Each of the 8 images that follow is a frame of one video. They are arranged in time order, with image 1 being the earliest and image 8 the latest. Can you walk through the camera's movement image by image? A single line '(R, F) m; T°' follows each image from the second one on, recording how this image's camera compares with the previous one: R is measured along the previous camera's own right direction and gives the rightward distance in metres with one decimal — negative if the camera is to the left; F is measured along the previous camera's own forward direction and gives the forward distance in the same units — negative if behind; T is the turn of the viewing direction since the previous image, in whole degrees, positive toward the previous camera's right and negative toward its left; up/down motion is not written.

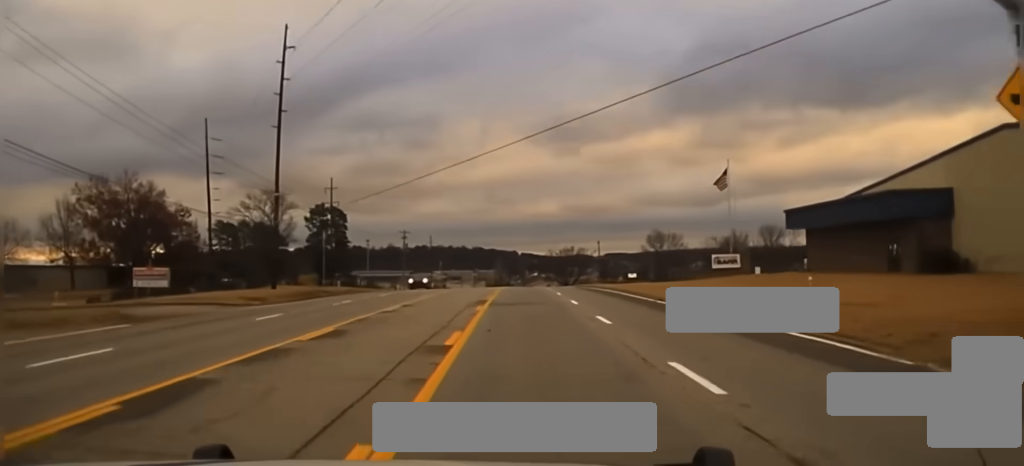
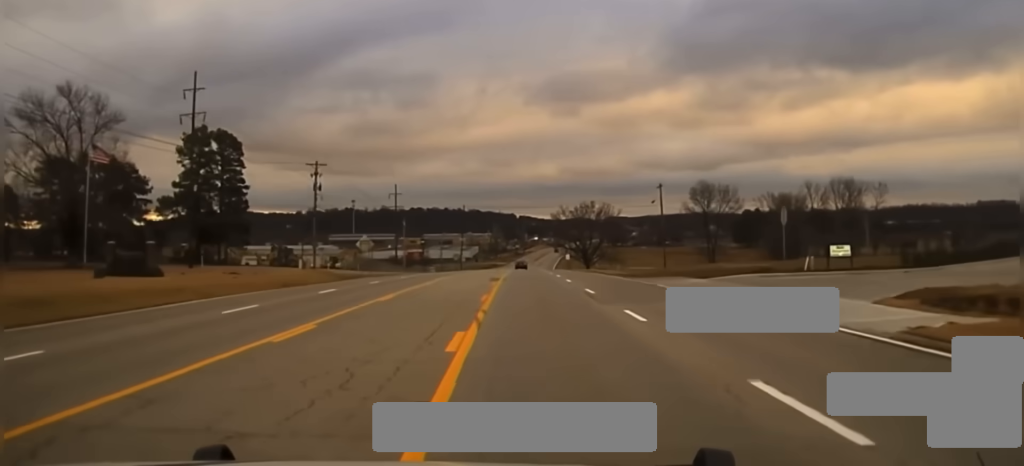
(0.0, +74.0) m; 0°
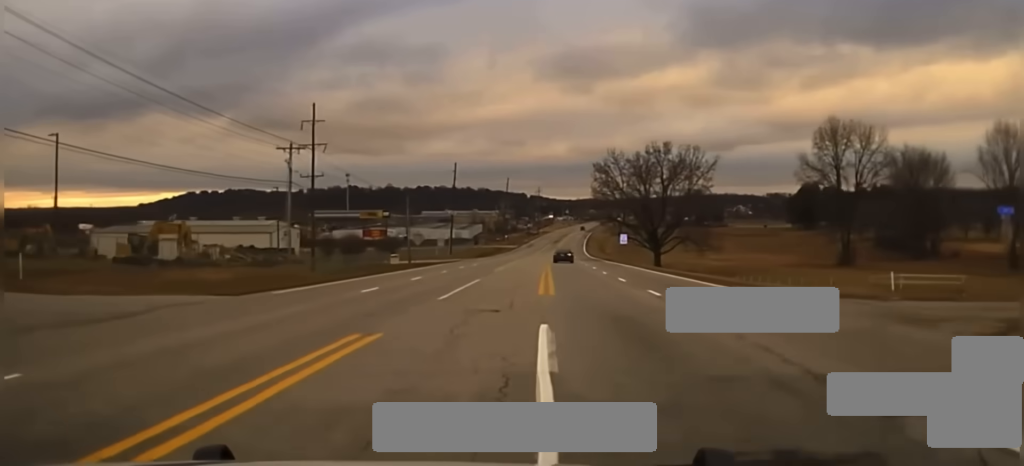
(-0.1, +96.6) m; 0°
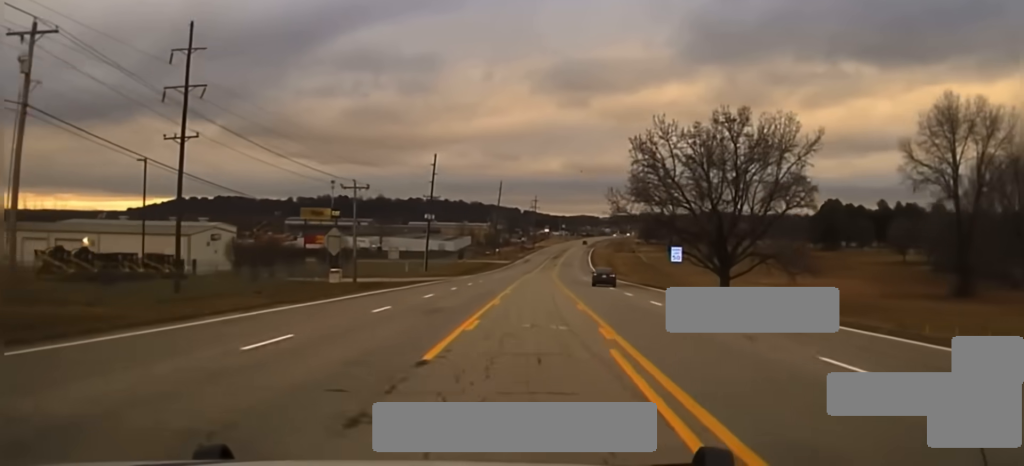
(0.0, +45.1) m; 0°
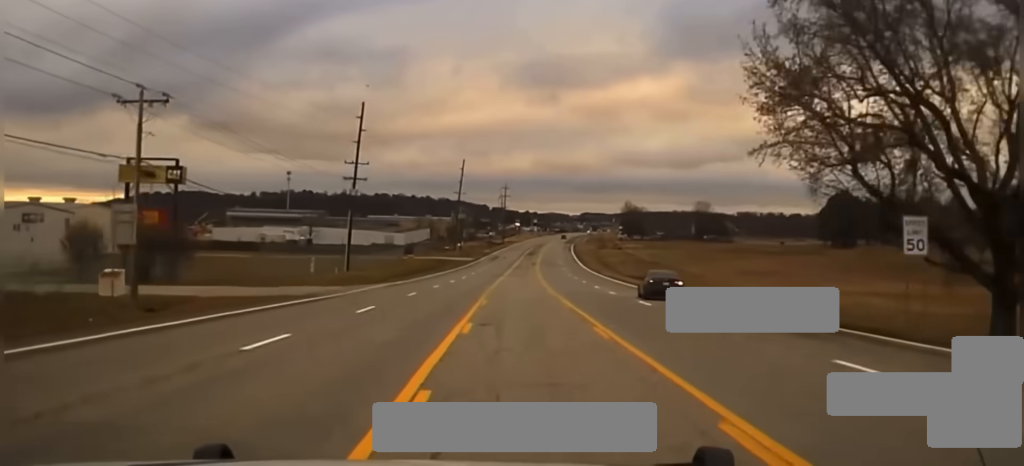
(+0.6, +48.4) m; +1°
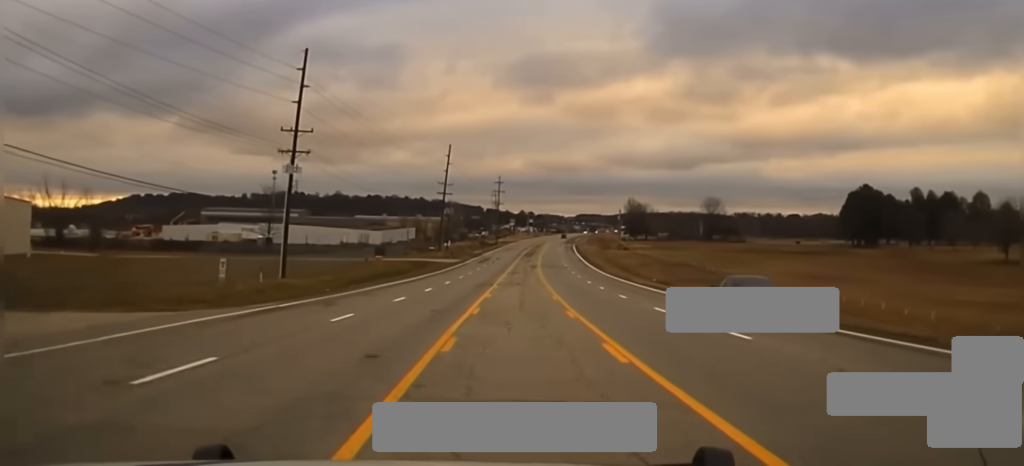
(+0.1, +24.3) m; 0°
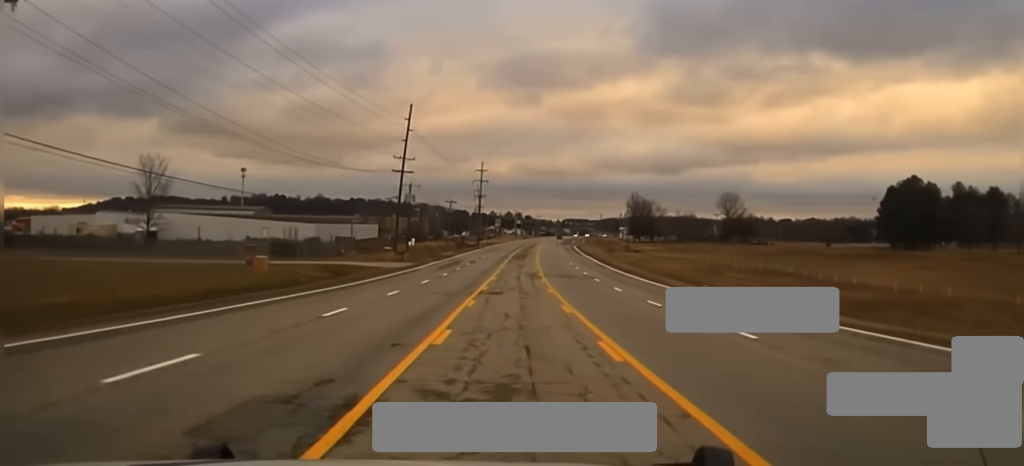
(+0.2, +42.9) m; +1°
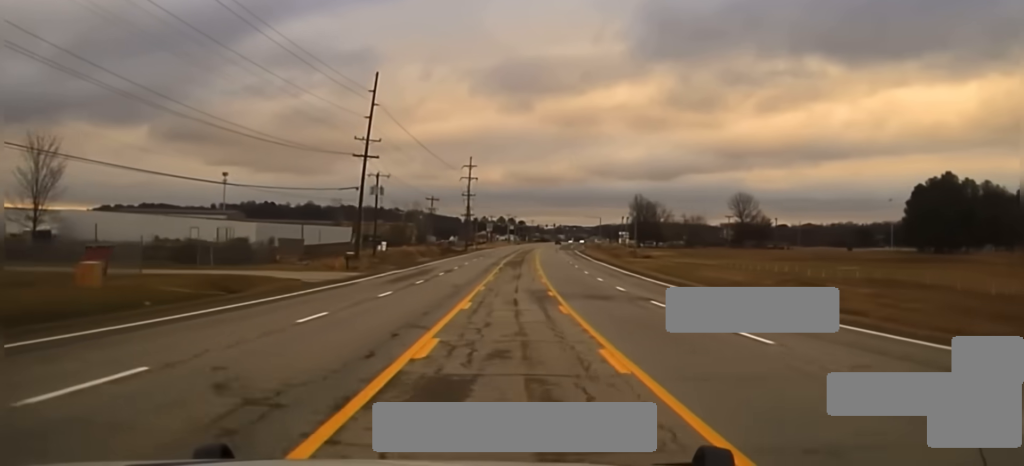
(+0.2, +26.1) m; +1°
